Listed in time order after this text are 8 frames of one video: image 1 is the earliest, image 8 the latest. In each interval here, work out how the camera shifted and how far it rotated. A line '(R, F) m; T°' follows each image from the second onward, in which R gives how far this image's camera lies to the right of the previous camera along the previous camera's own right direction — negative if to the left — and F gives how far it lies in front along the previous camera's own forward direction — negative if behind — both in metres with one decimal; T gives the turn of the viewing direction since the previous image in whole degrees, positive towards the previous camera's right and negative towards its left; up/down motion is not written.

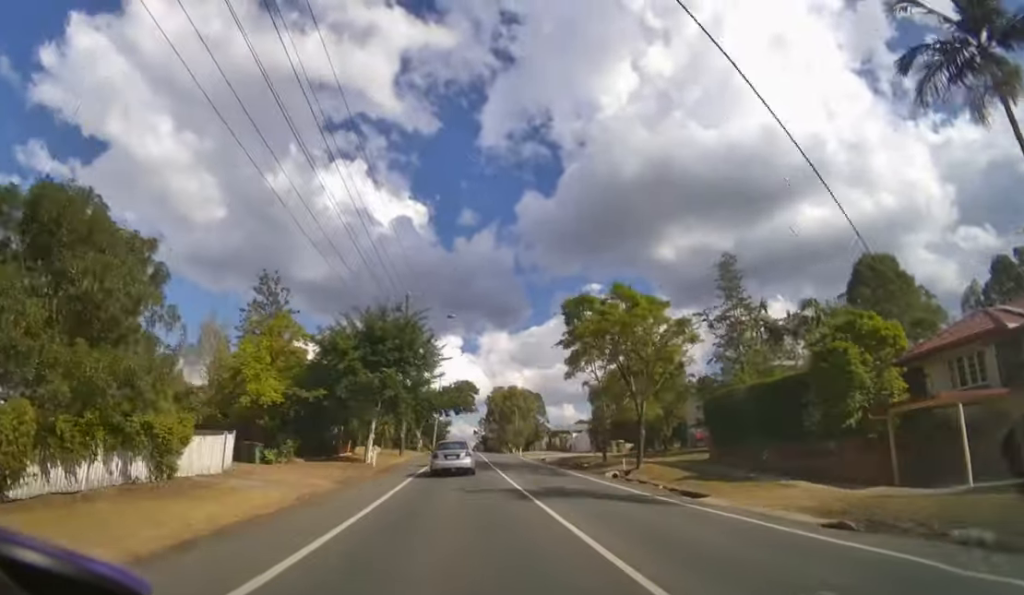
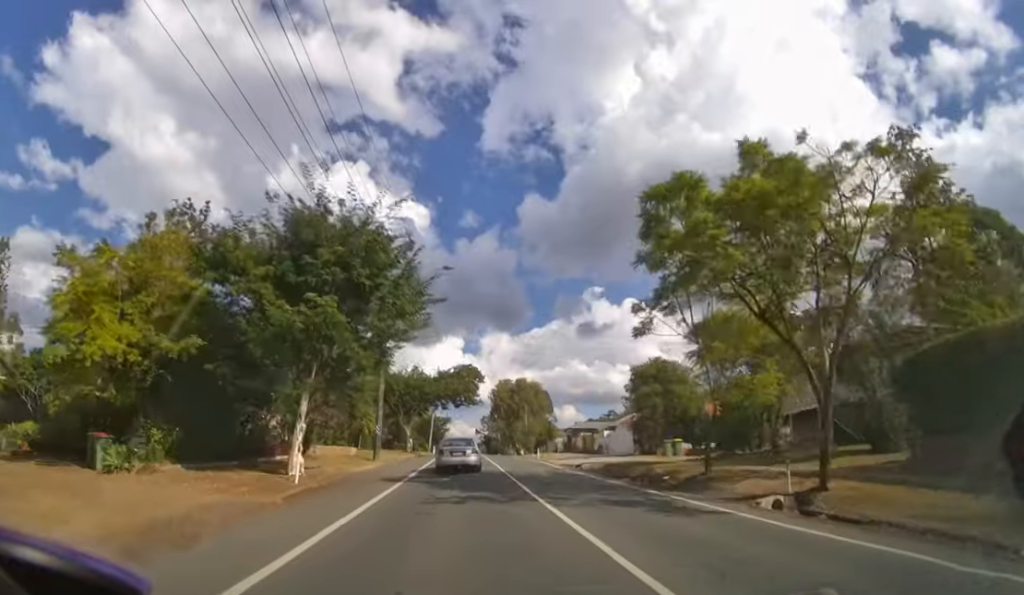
(0.0, +11.5) m; 0°
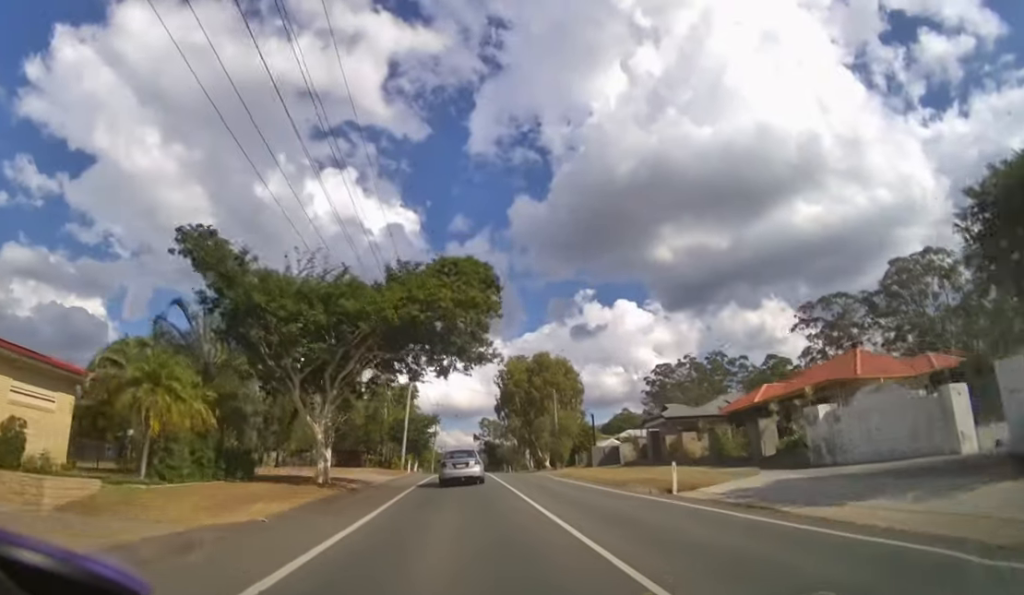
(0.0, +25.4) m; 0°
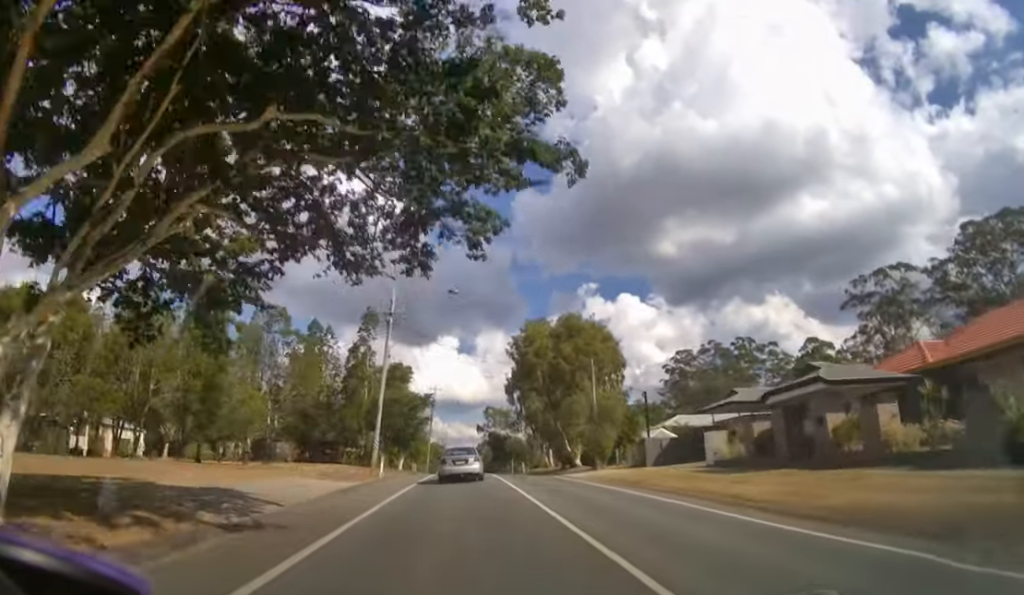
(+0.1, +12.4) m; 0°
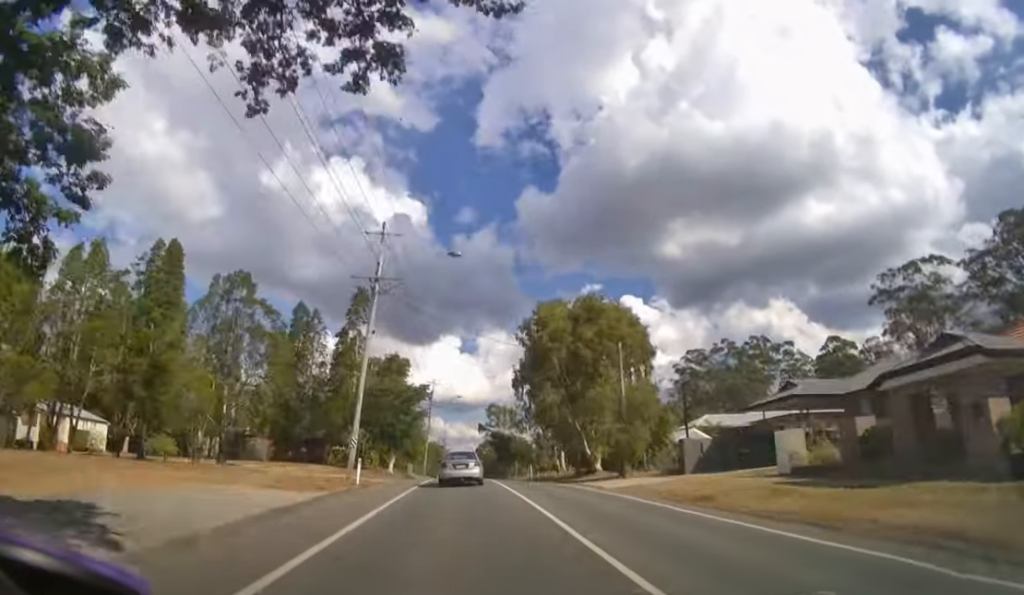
(0.0, +5.3) m; 0°
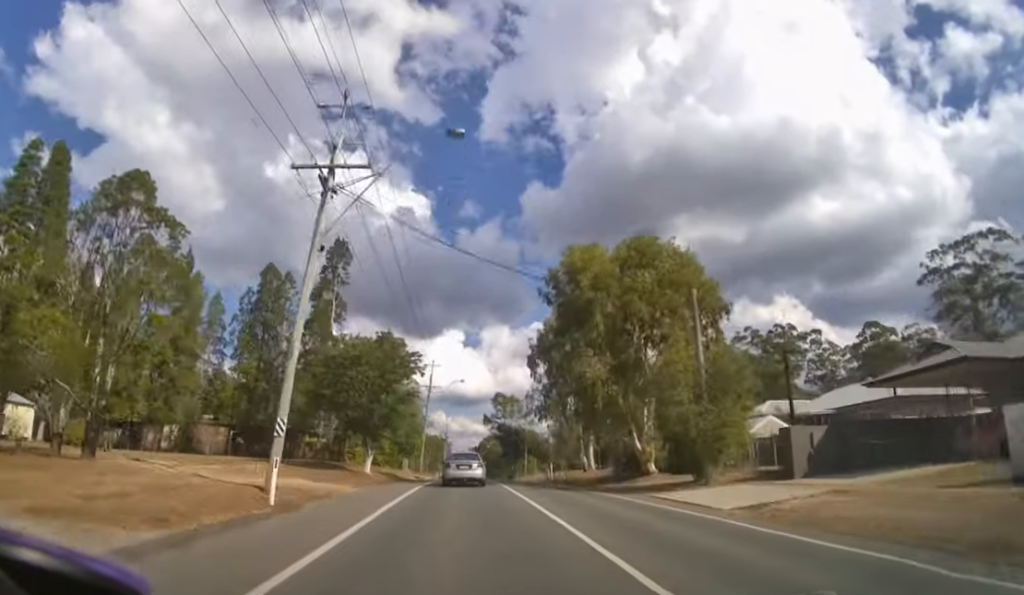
(0.0, +8.8) m; 0°
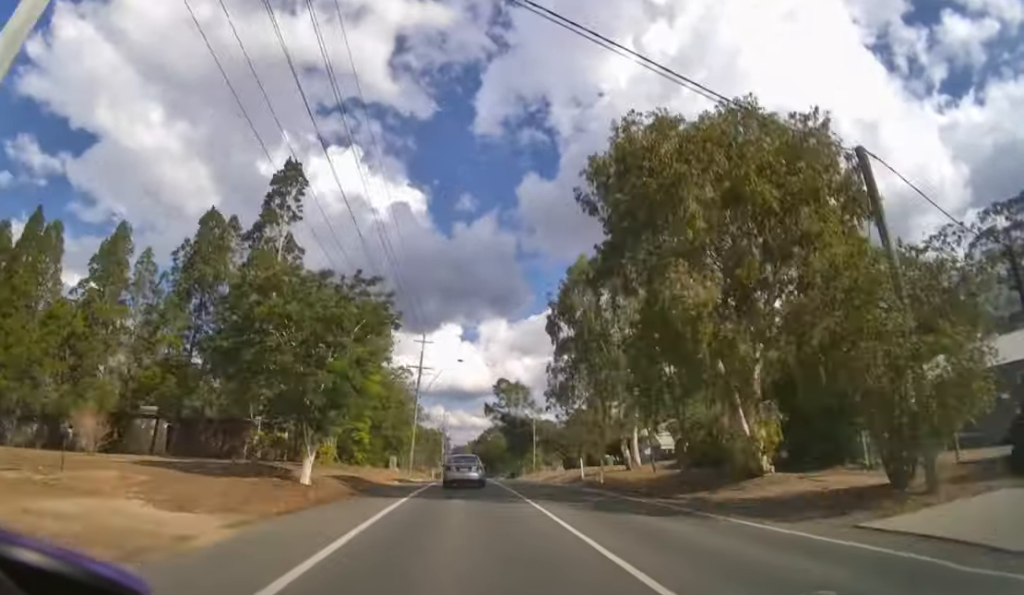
(0.0, +10.0) m; 0°
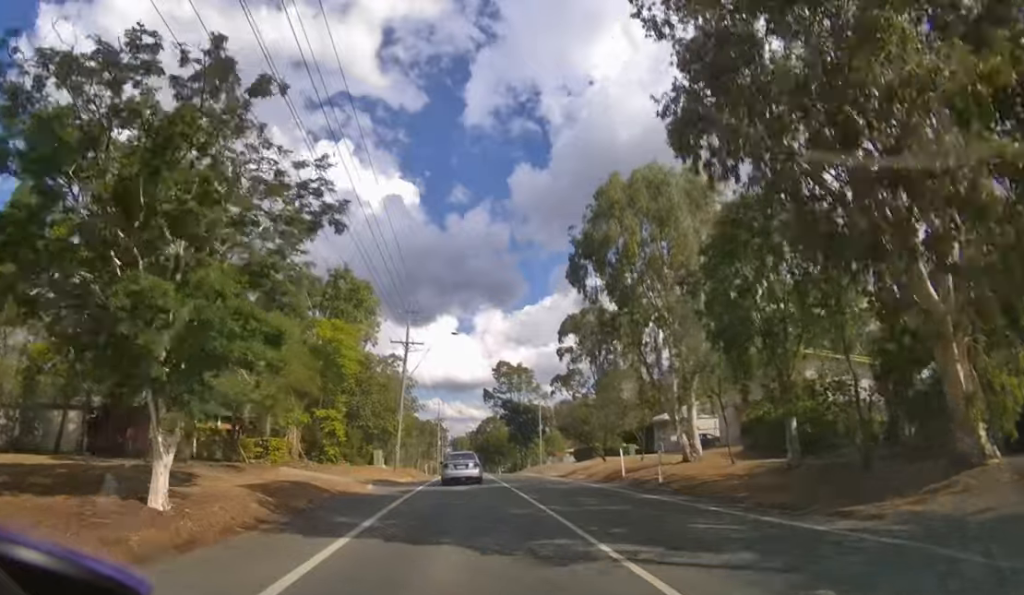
(0.0, +9.0) m; 0°
